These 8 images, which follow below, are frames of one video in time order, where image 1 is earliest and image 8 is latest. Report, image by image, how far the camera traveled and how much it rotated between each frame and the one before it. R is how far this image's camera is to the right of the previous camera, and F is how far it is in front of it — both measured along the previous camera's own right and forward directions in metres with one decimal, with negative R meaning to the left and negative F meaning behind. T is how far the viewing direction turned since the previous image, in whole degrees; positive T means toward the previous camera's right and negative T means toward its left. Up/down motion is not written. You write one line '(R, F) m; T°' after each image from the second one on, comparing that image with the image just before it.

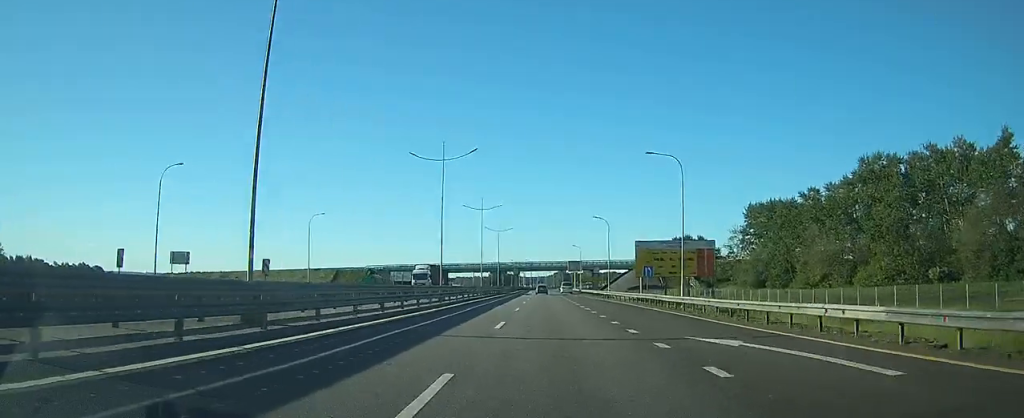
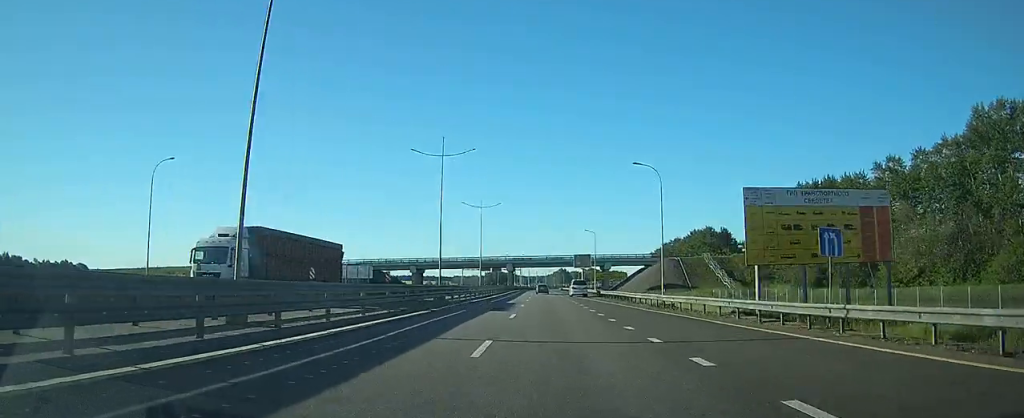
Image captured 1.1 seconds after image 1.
(0.0, +30.7) m; 0°
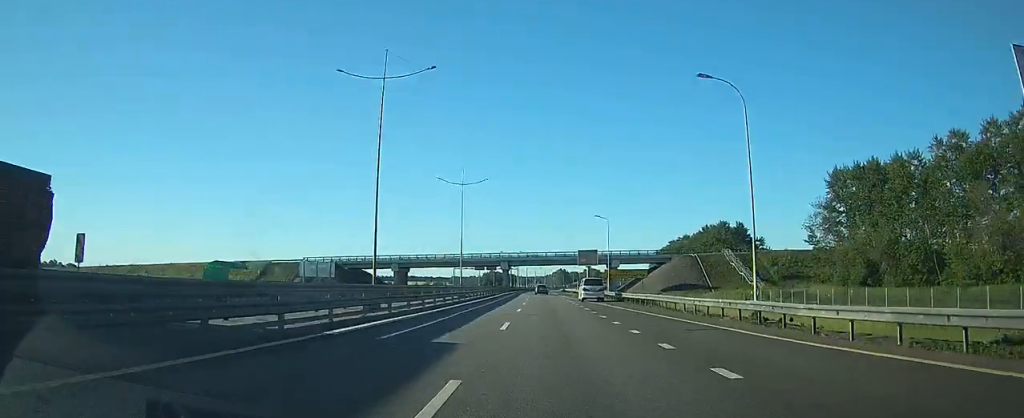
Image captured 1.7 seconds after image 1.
(0.0, +17.2) m; 0°
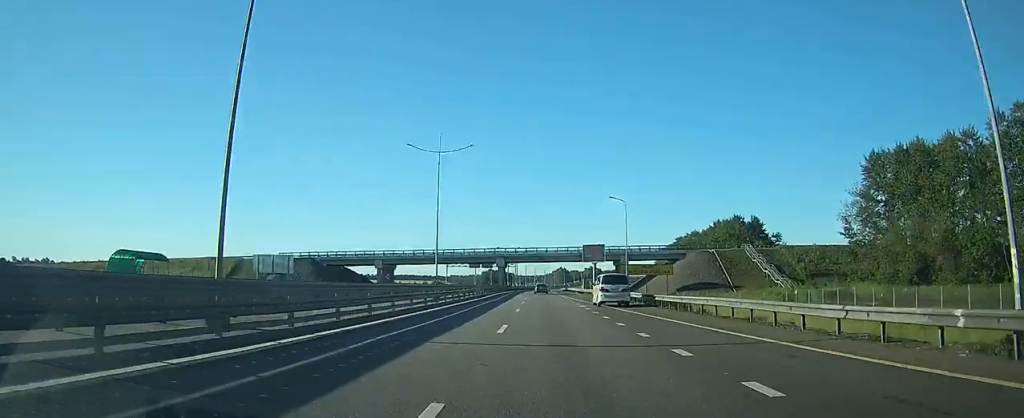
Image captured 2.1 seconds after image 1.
(0.0, +13.4) m; 0°
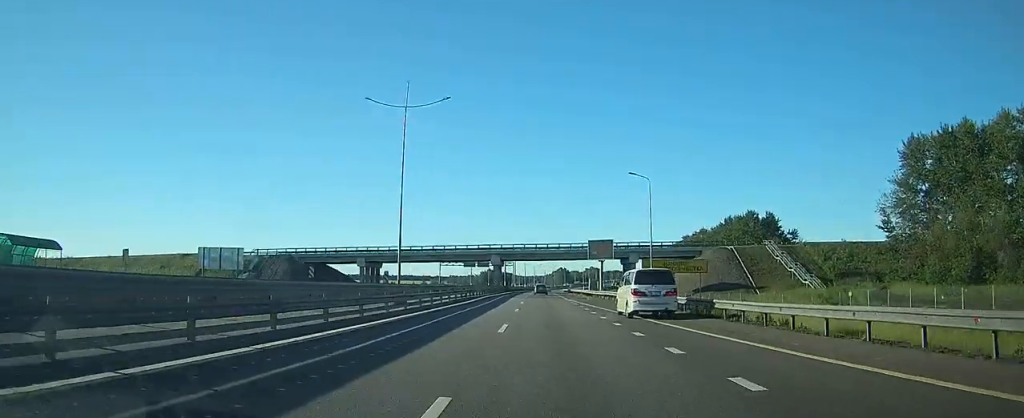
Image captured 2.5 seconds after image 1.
(0.0, +11.5) m; 0°
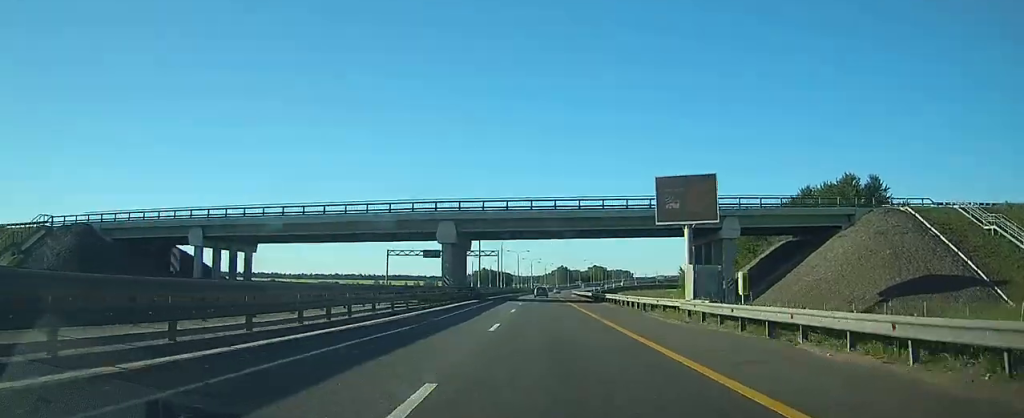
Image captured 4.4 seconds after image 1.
(-0.3, +53.3) m; 0°
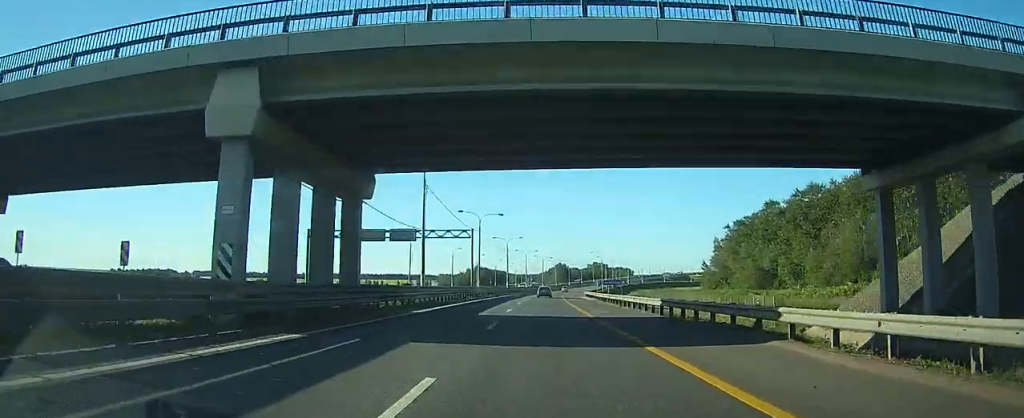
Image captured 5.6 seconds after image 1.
(+0.3, +35.2) m; +1°
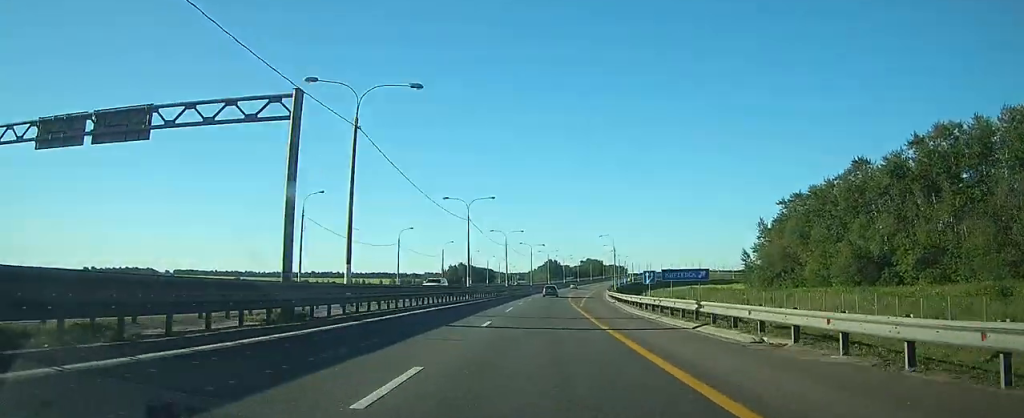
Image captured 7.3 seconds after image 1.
(+0.4, +46.6) m; +1°
